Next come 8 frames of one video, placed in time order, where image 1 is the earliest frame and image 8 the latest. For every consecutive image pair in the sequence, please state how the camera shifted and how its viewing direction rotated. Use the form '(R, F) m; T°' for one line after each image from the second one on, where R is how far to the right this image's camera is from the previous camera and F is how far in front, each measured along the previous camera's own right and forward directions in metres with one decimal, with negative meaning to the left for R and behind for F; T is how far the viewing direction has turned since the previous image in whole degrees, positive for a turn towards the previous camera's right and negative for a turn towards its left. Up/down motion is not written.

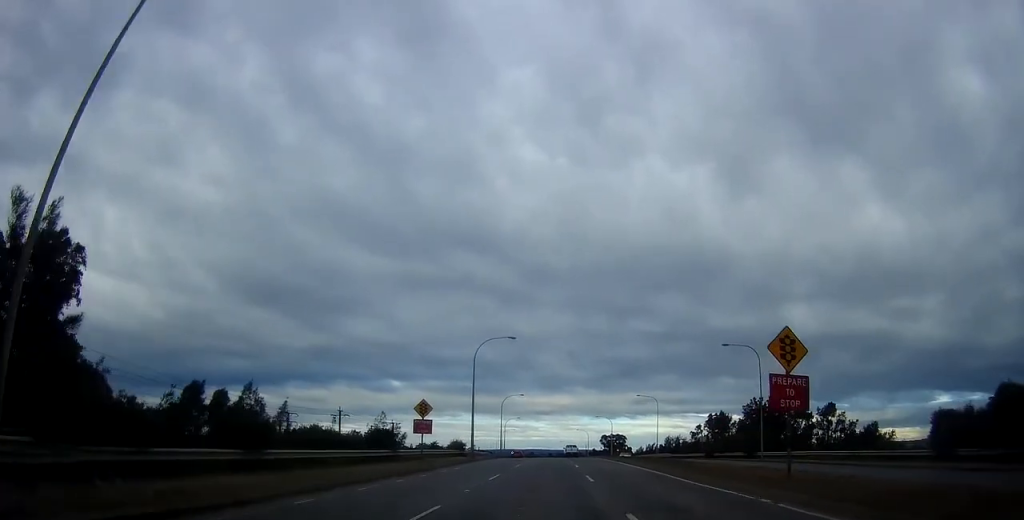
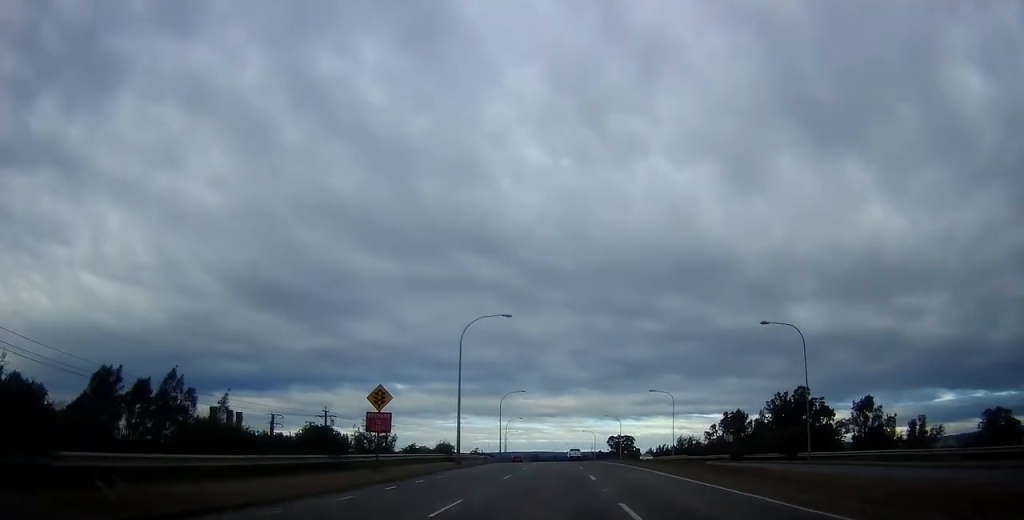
(0.0, +9.9) m; 0°
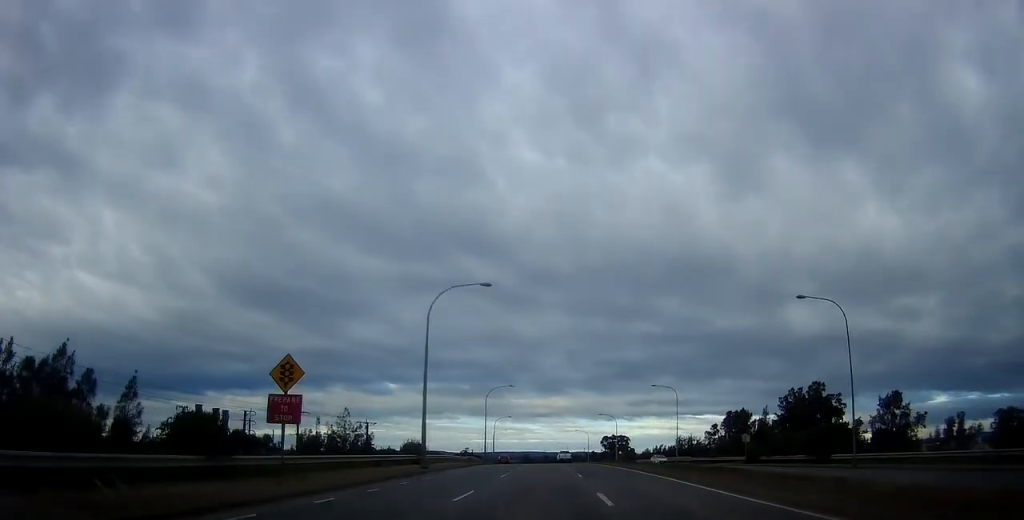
(-0.3, +8.8) m; 0°
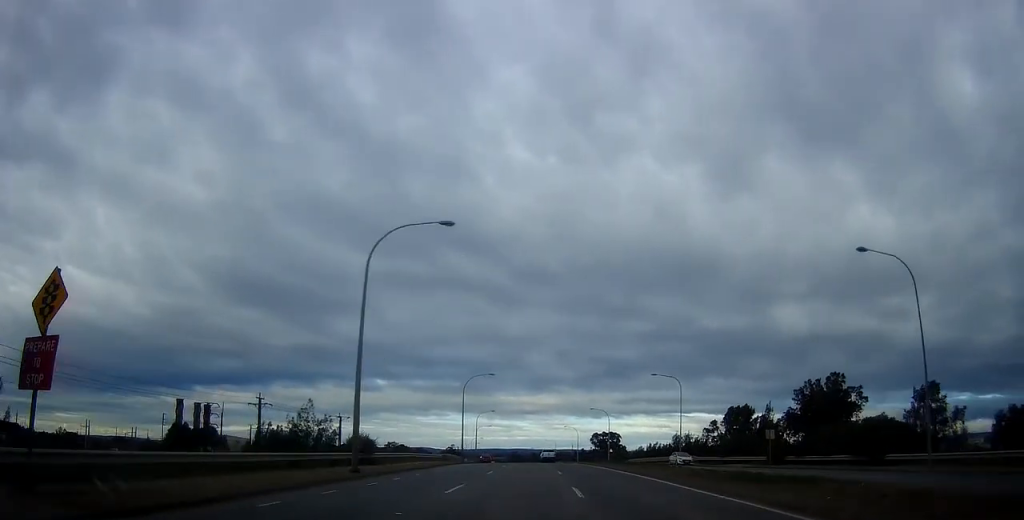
(+0.1, +10.0) m; 0°
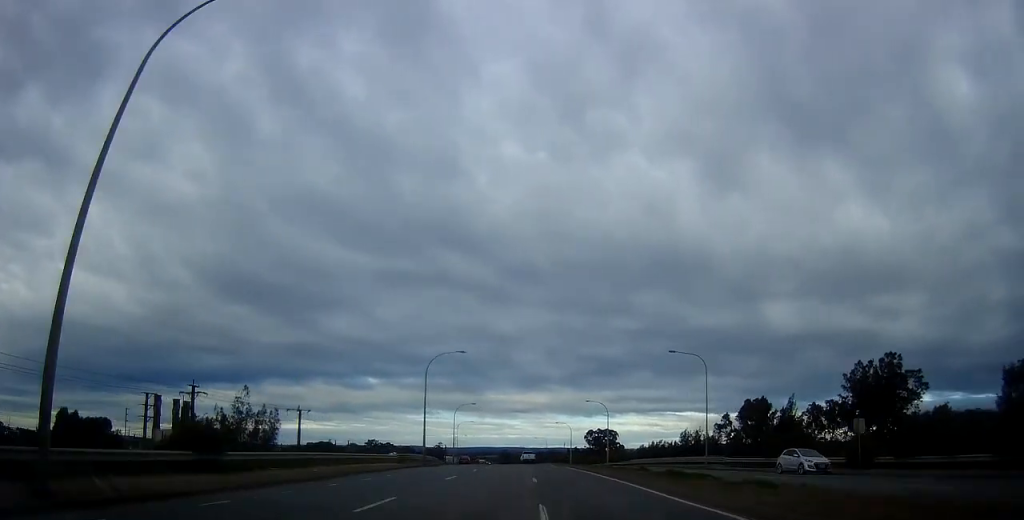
(+0.1, +16.7) m; 0°
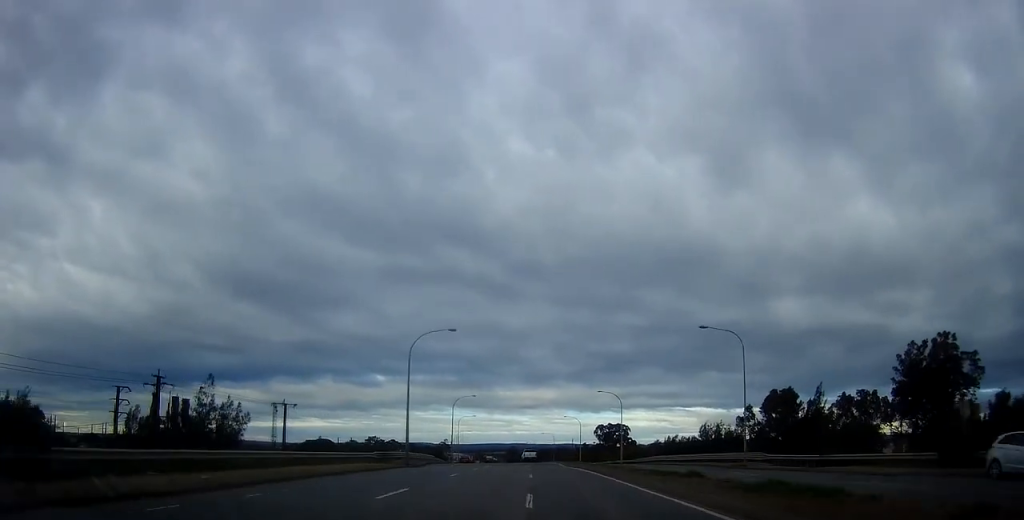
(-0.3, +9.6) m; 0°
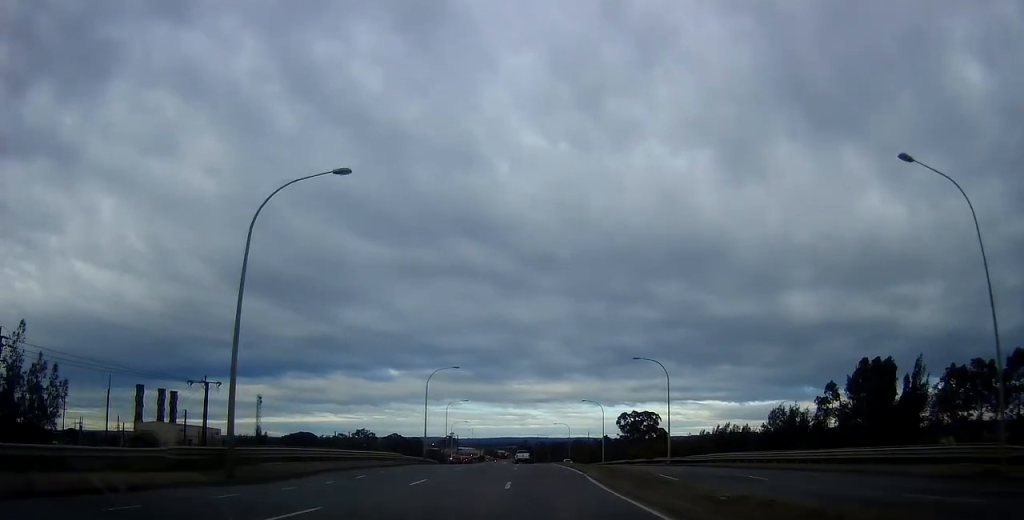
(+0.1, +29.2) m; 0°
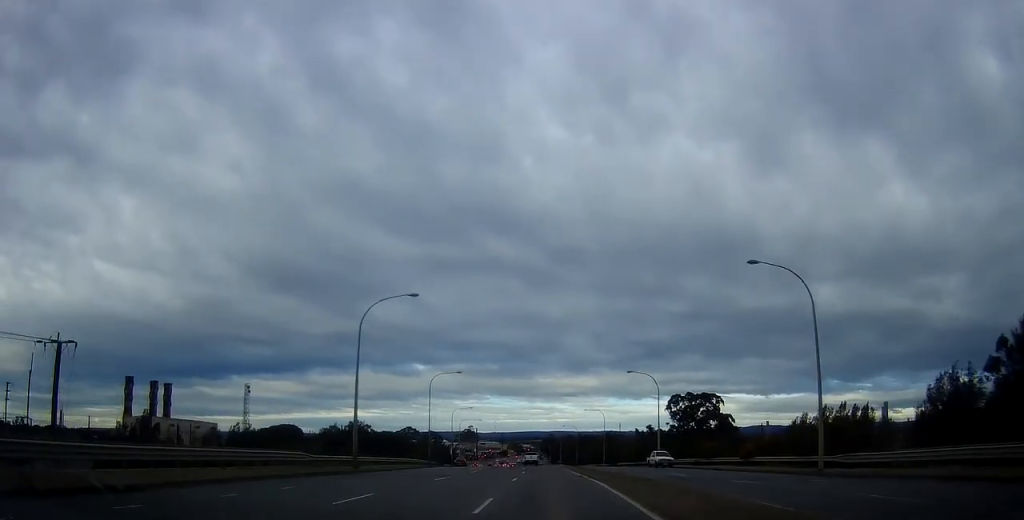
(-0.9, +32.6) m; -4°
